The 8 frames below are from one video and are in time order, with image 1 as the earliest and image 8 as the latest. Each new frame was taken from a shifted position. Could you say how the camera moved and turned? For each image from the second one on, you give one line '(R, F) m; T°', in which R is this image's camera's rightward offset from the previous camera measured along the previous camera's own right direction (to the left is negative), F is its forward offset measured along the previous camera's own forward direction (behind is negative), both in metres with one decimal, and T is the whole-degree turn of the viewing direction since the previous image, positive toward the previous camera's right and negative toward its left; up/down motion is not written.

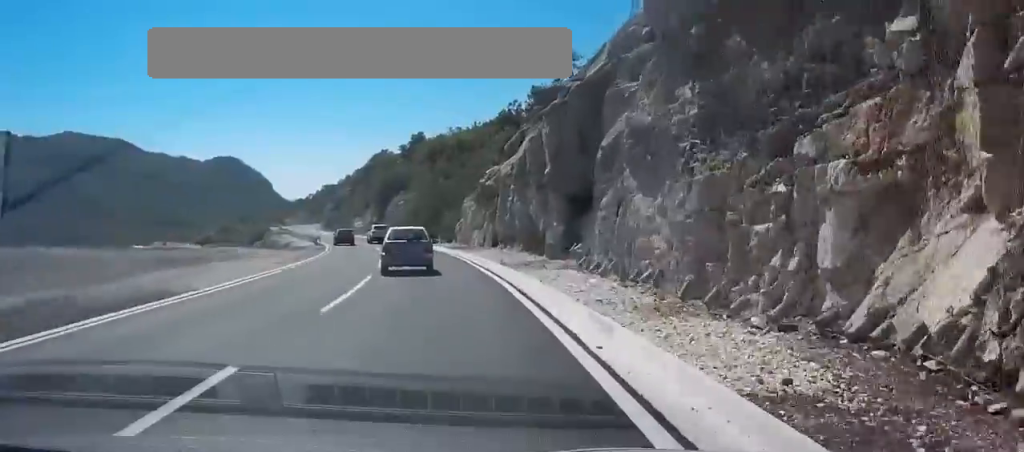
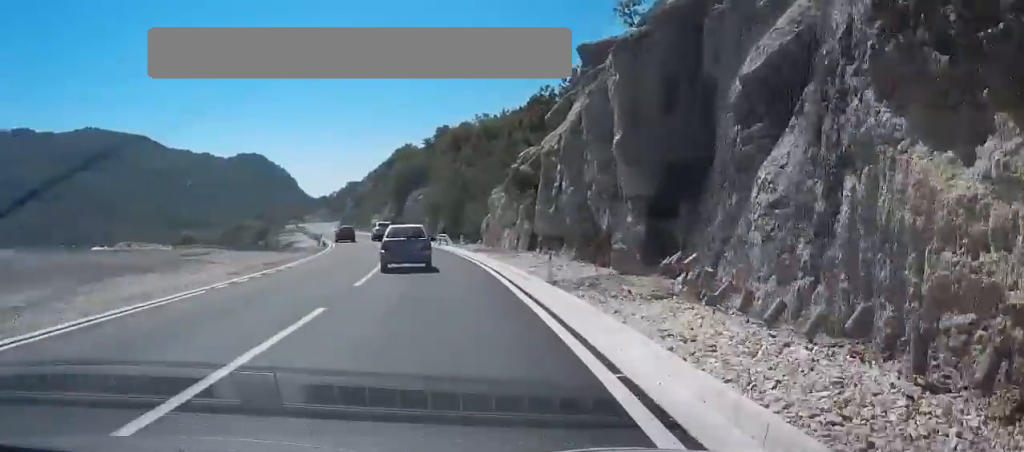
(-0.1, +9.6) m; -2°
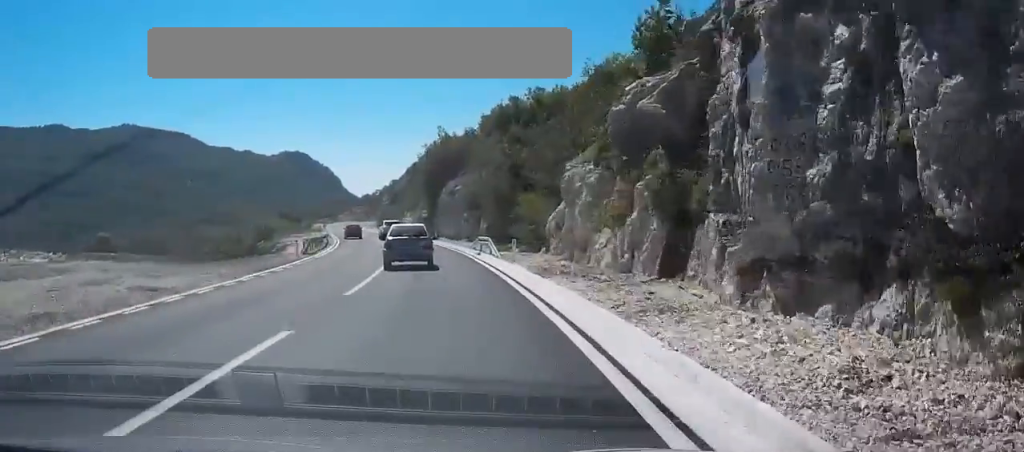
(-0.5, +17.7) m; -4°
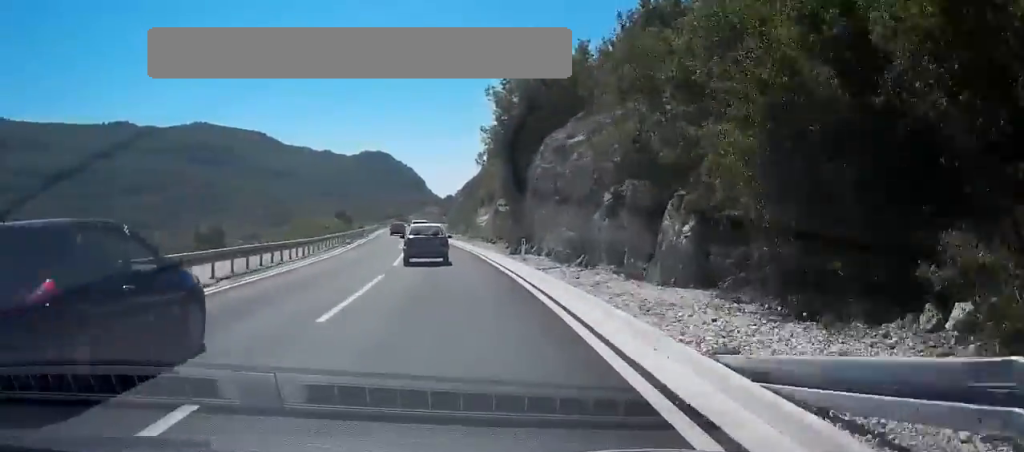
(-2.2, +34.1) m; -7°
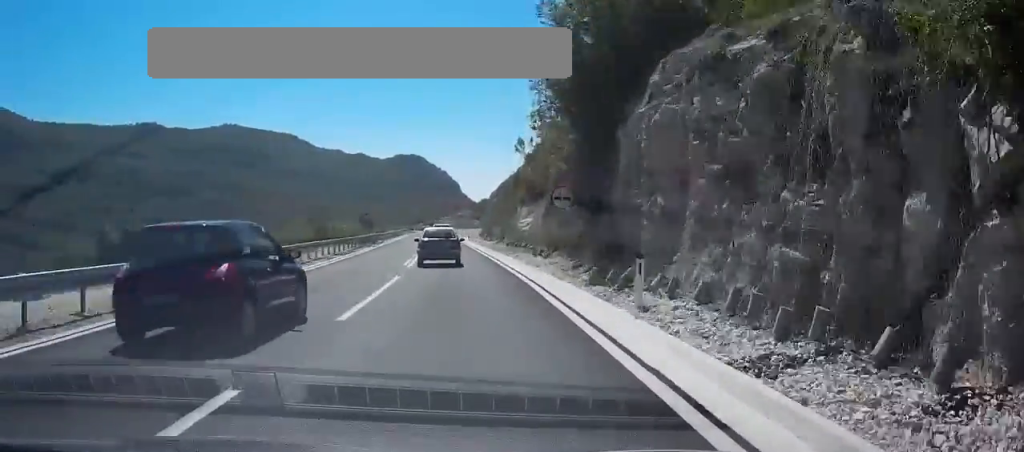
(-0.5, +14.3) m; -3°
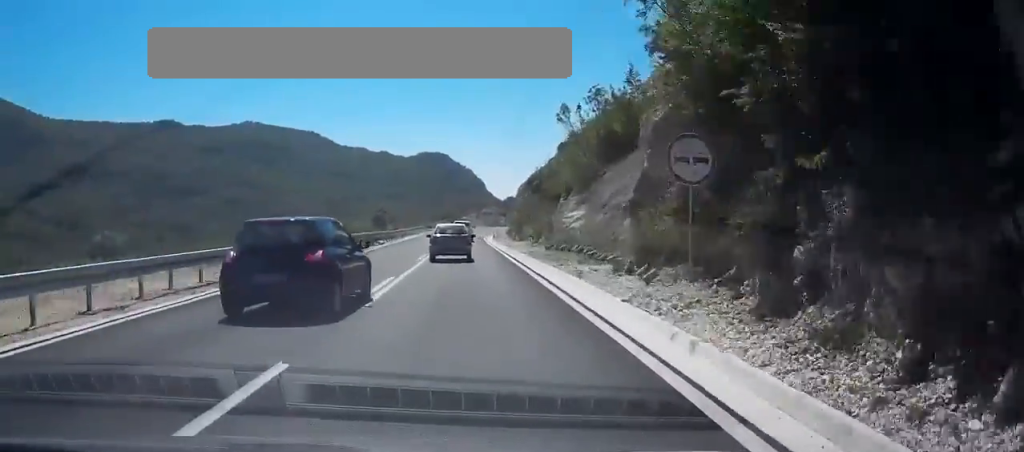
(-0.3, +13.8) m; -3°
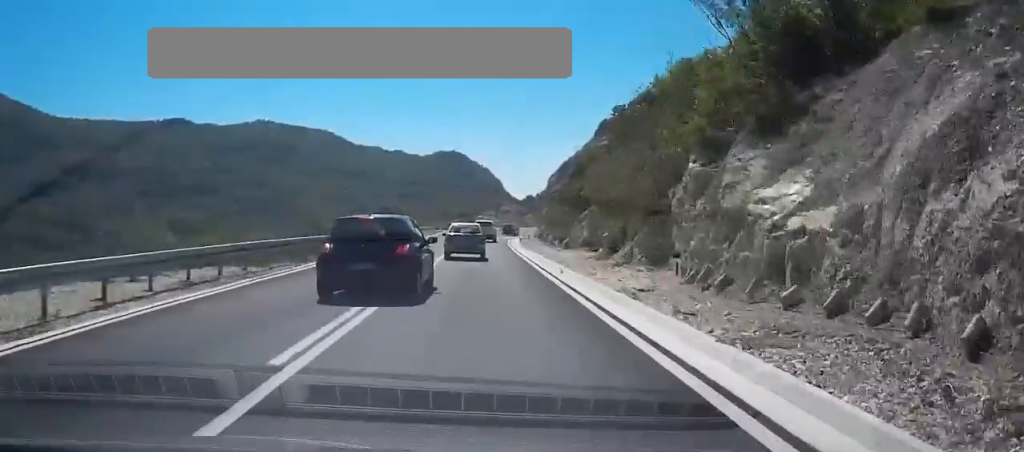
(-0.7, +21.9) m; -2°
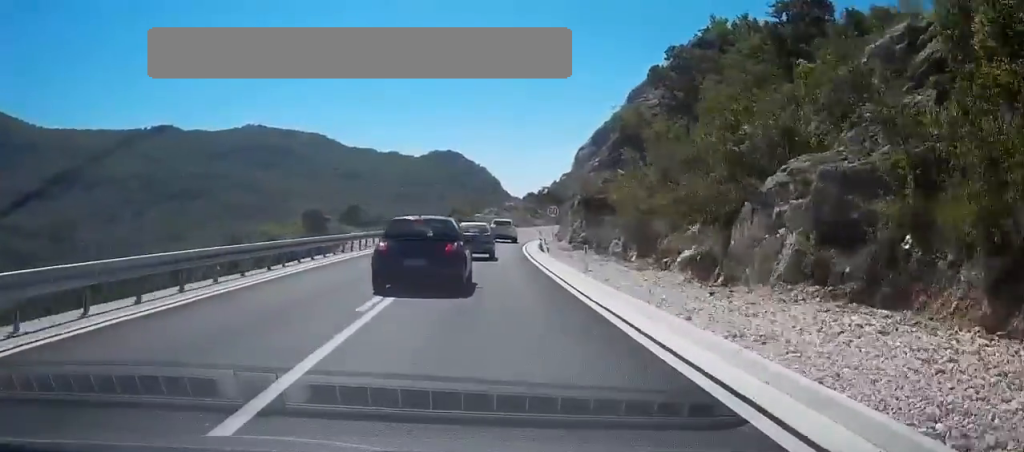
(0.0, +25.5) m; 0°
